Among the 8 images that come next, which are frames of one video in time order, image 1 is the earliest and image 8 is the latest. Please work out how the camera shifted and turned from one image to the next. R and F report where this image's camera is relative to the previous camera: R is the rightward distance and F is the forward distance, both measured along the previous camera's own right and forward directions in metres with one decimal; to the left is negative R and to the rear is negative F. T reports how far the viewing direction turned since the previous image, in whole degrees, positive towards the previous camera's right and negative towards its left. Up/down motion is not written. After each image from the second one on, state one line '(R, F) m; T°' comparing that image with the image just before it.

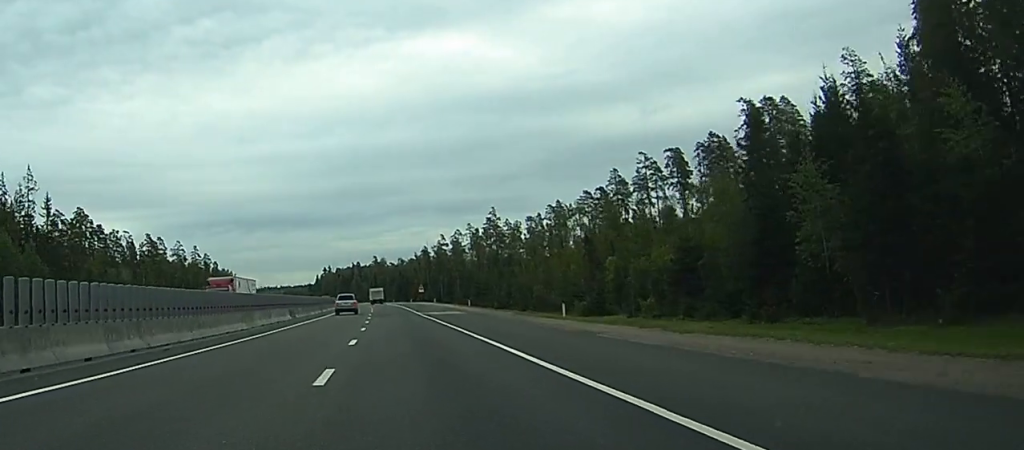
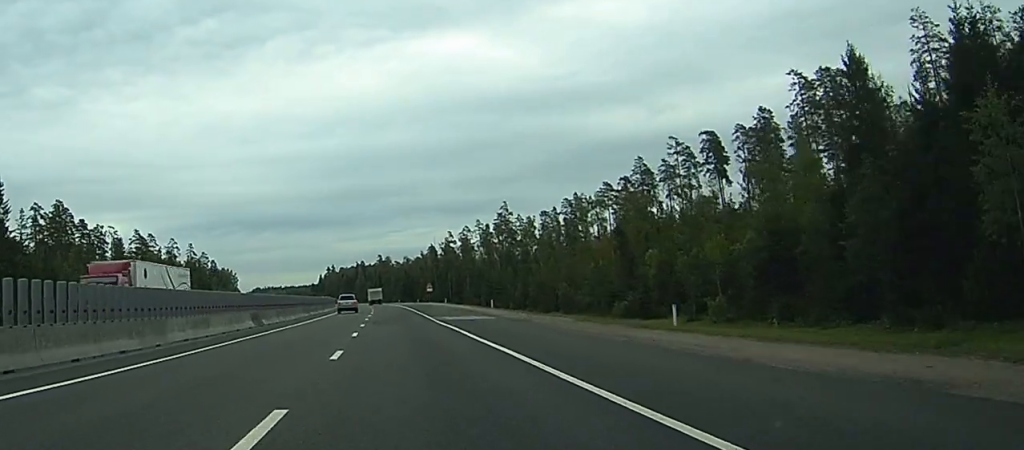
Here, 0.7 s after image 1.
(0.0, +17.8) m; 0°
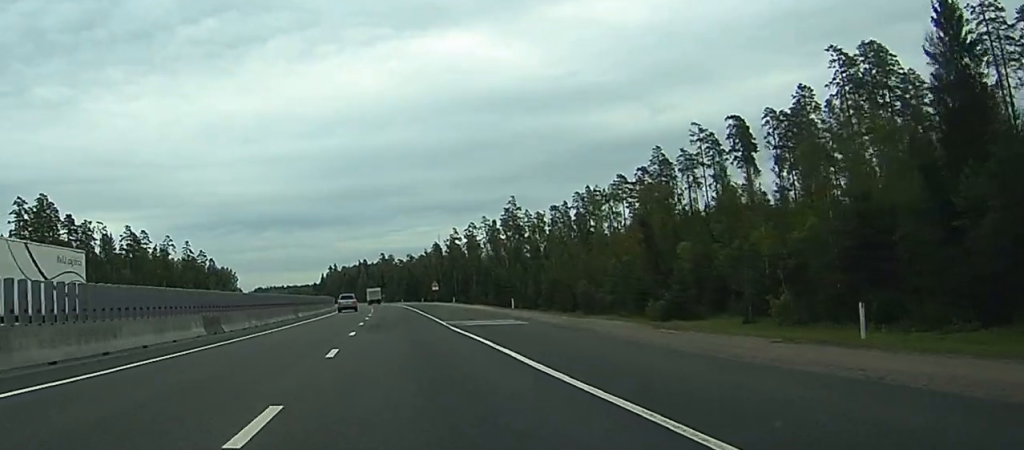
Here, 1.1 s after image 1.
(0.0, +11.6) m; 0°
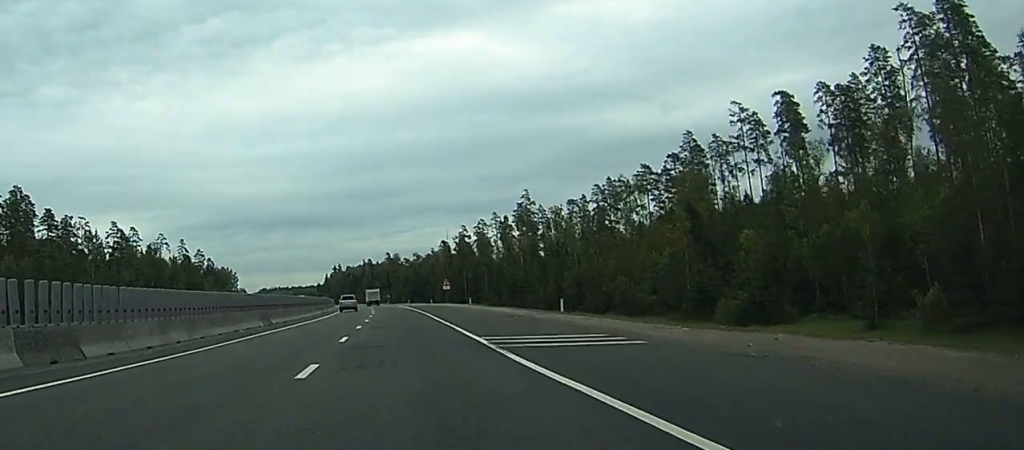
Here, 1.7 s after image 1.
(0.0, +16.9) m; 0°
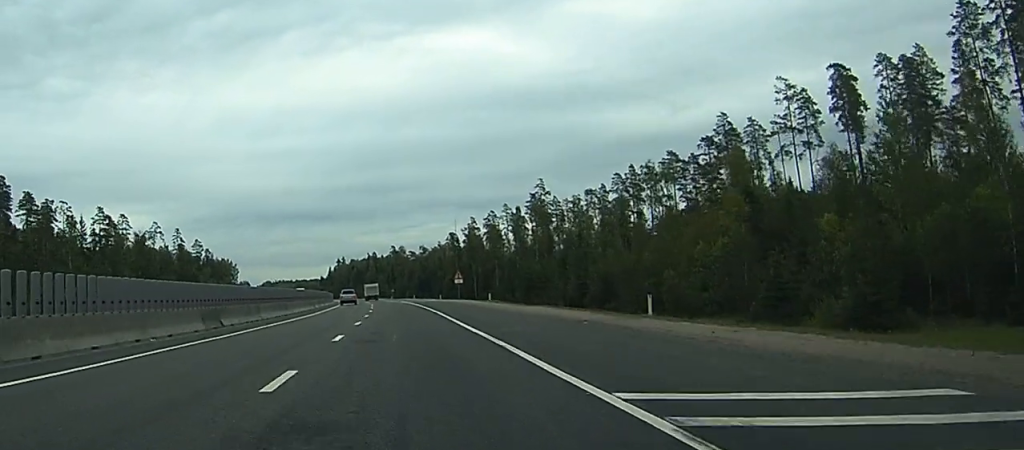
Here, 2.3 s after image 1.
(0.0, +15.2) m; 0°
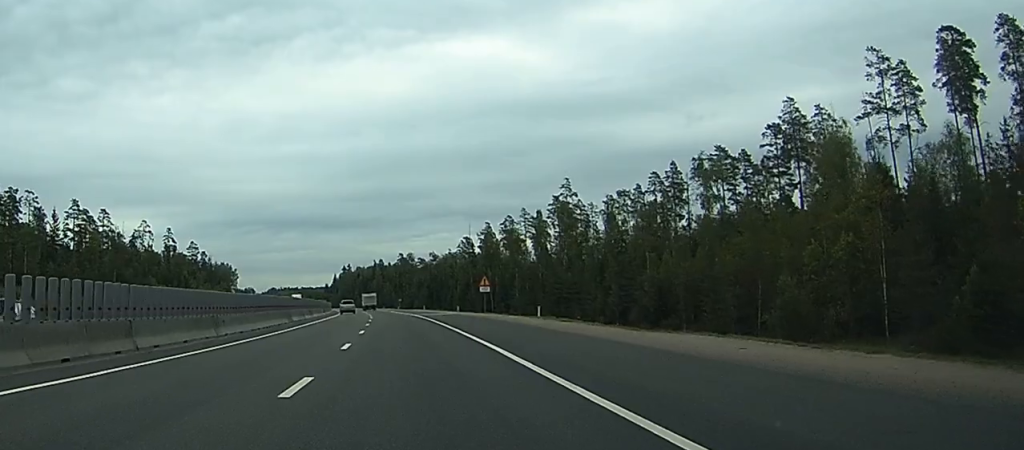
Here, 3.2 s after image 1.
(-0.1, +23.2) m; -1°
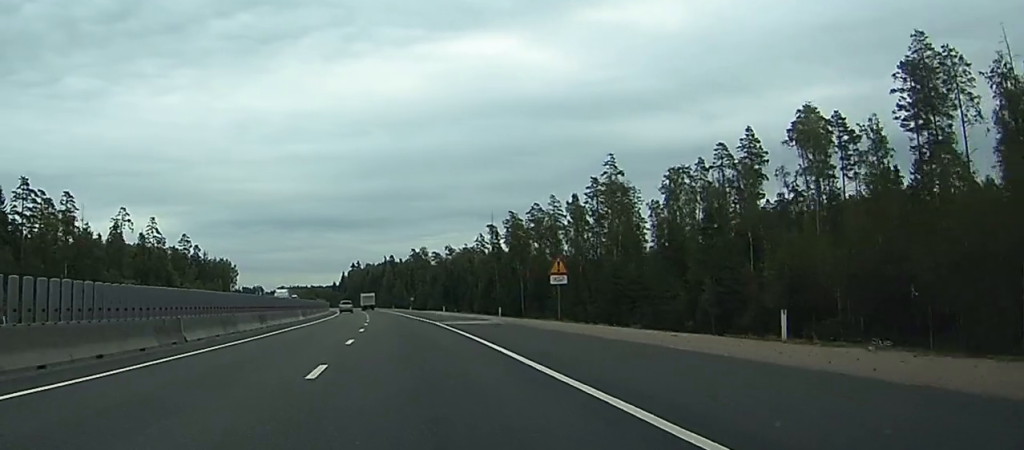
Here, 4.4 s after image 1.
(-0.3, +33.0) m; -1°
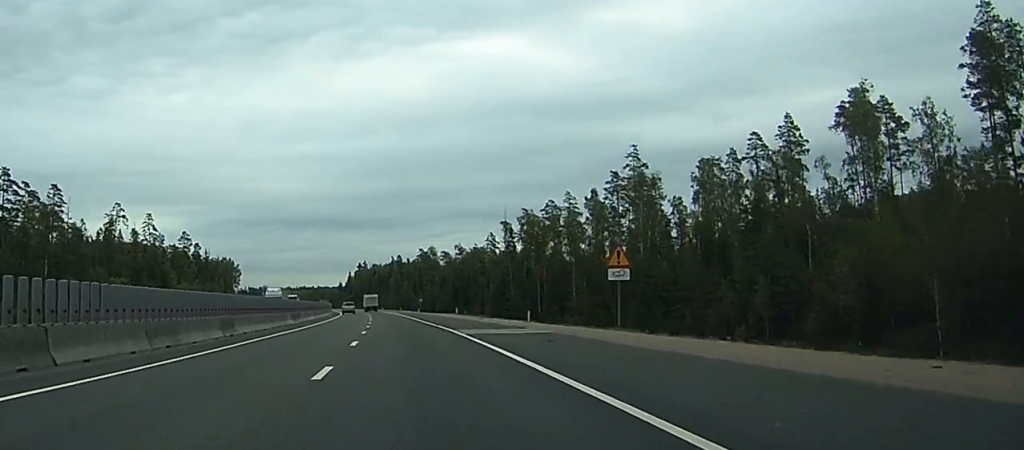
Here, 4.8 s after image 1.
(0.0, +11.5) m; 0°
